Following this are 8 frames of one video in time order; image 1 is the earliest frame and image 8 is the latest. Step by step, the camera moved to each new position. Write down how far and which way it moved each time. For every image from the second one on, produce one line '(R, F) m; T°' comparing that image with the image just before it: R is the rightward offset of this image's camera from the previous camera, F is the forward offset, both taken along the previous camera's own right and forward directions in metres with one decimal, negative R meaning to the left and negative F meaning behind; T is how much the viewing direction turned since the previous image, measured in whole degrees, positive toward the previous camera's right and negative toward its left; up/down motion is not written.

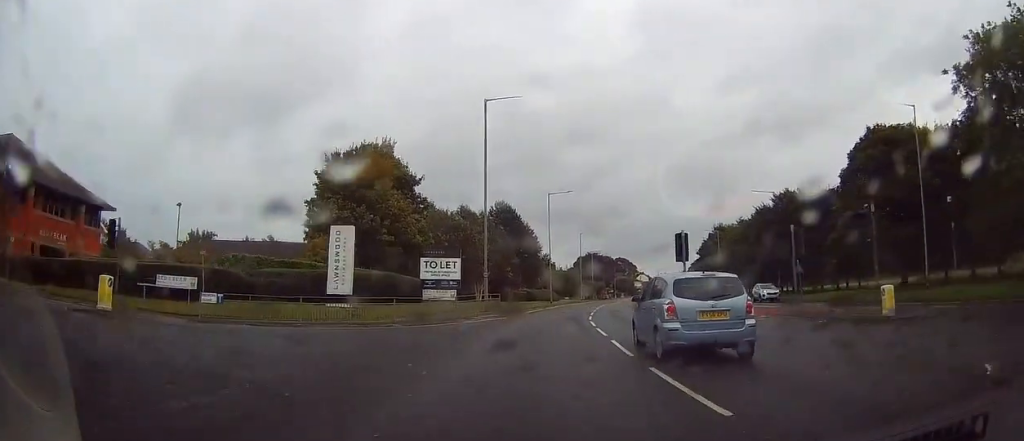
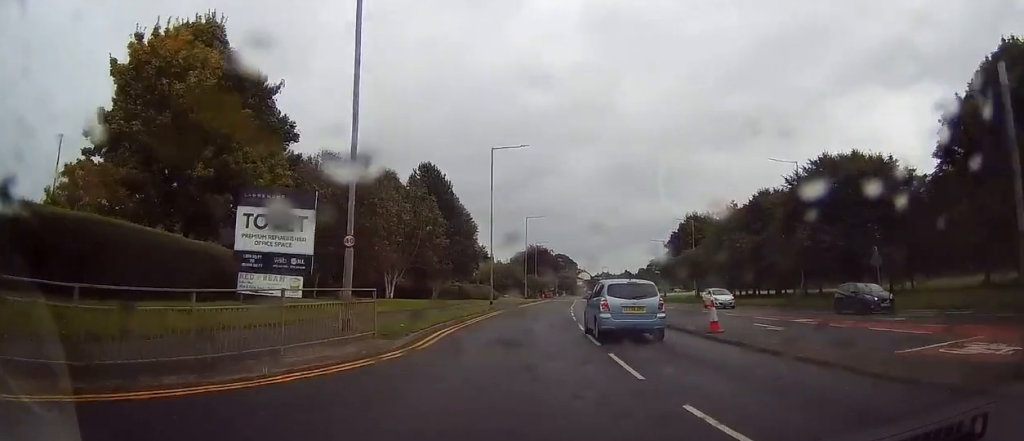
(+1.3, +21.6) m; +6°
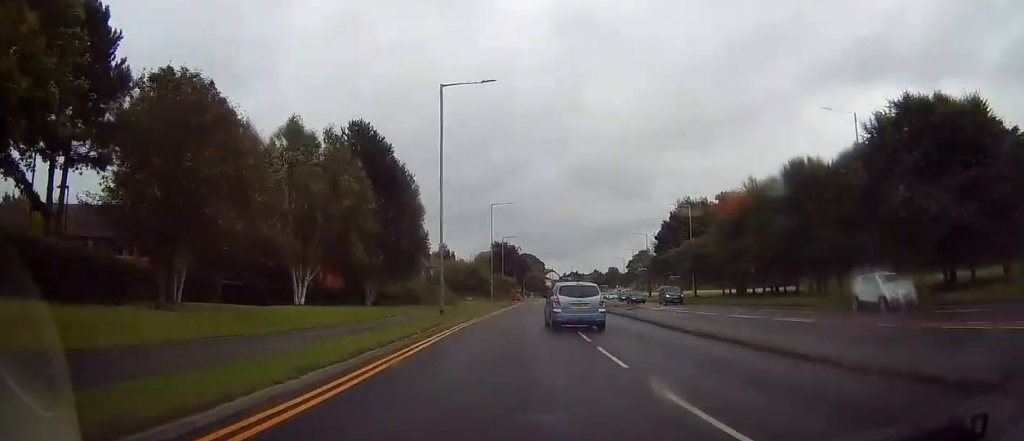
(+0.4, +16.8) m; +3°
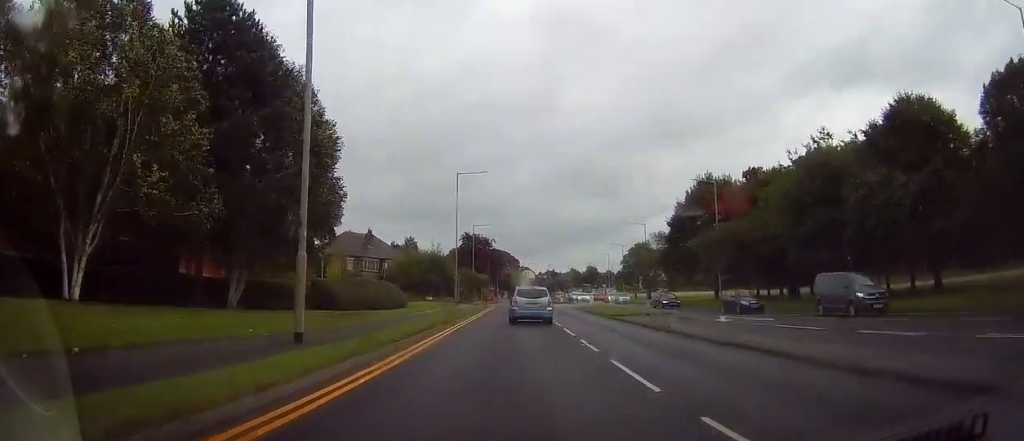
(+0.7, +20.6) m; +3°
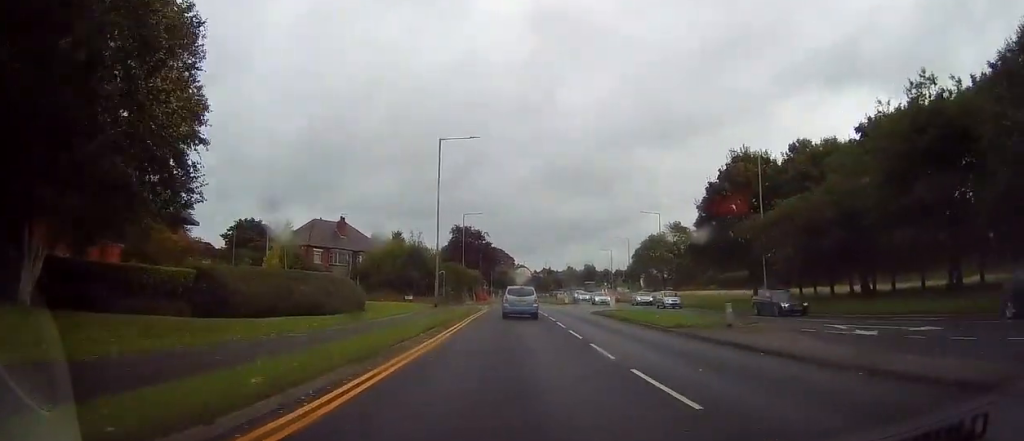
(0.0, +13.4) m; 0°
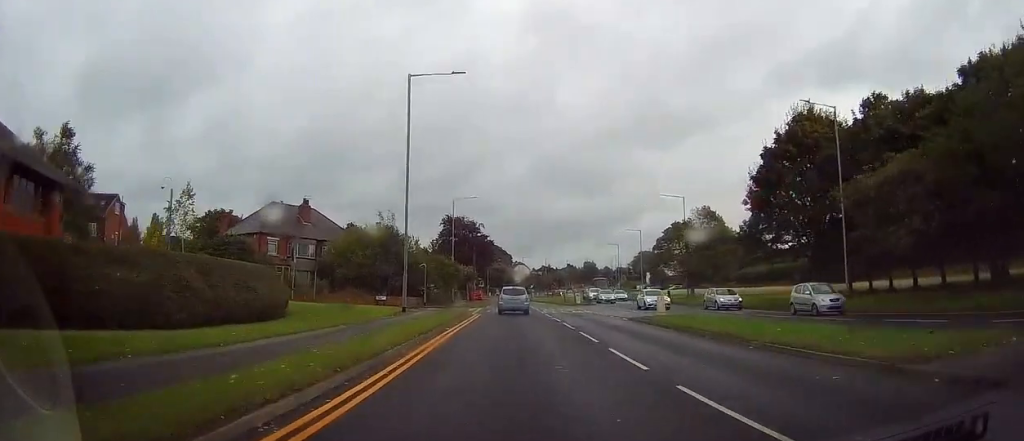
(+0.1, +14.4) m; +2°
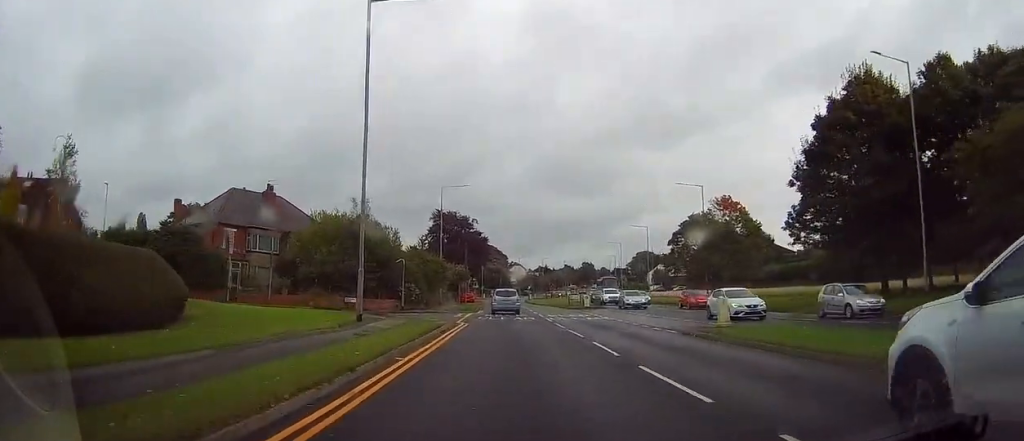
(+0.4, +9.3) m; 0°
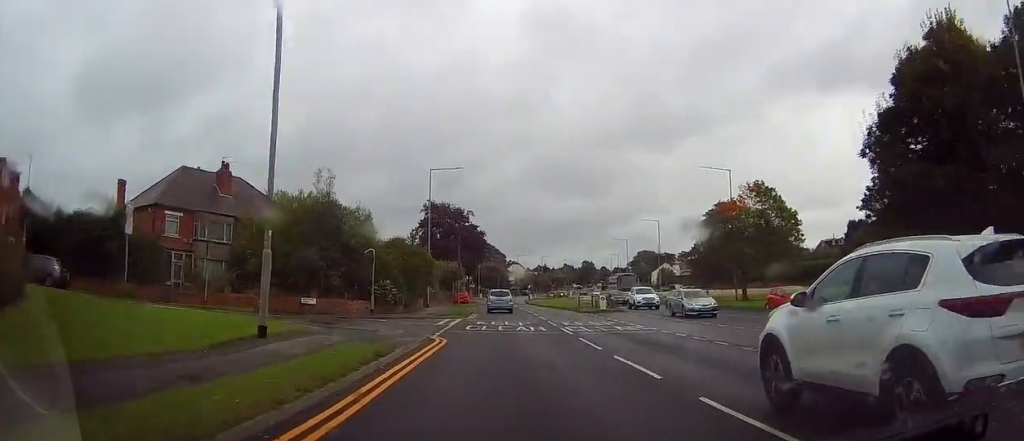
(-0.2, +9.4) m; 0°
